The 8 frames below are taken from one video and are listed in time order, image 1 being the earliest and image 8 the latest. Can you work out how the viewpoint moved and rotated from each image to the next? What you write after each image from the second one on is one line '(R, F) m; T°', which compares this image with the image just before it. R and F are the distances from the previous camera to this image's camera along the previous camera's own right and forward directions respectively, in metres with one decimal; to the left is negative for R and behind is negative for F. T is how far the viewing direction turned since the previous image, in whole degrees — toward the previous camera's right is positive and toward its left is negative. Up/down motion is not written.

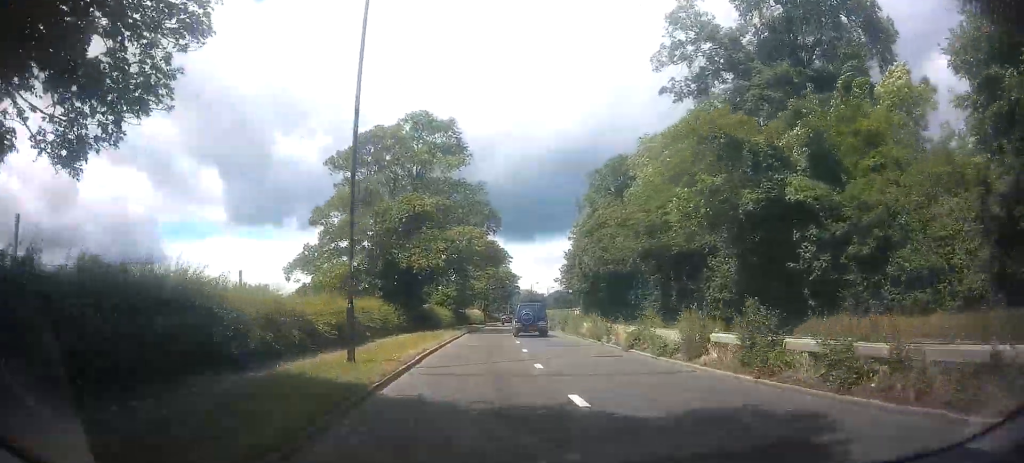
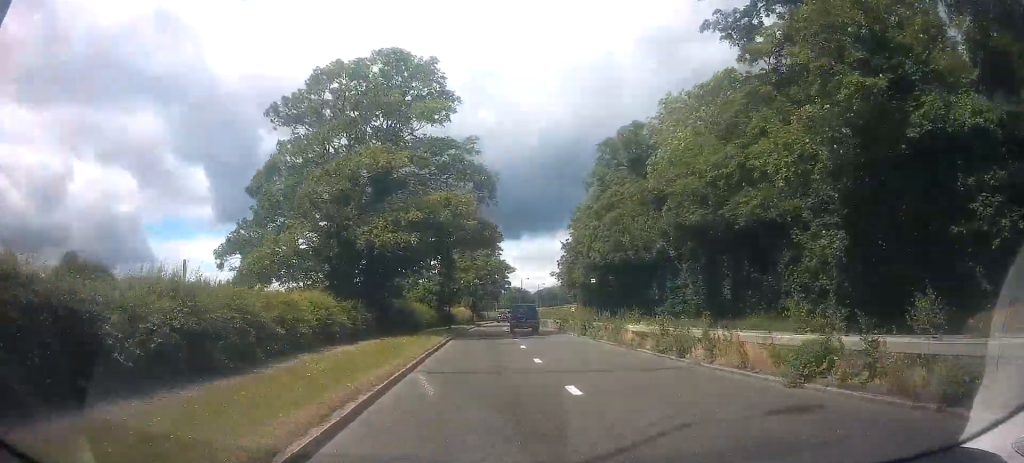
(-0.4, +10.4) m; +2°
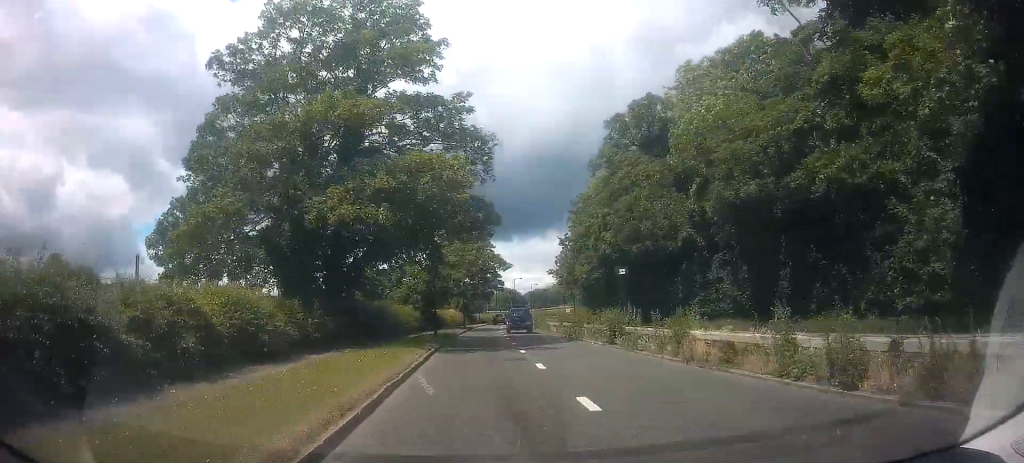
(+0.4, +6.8) m; +2°
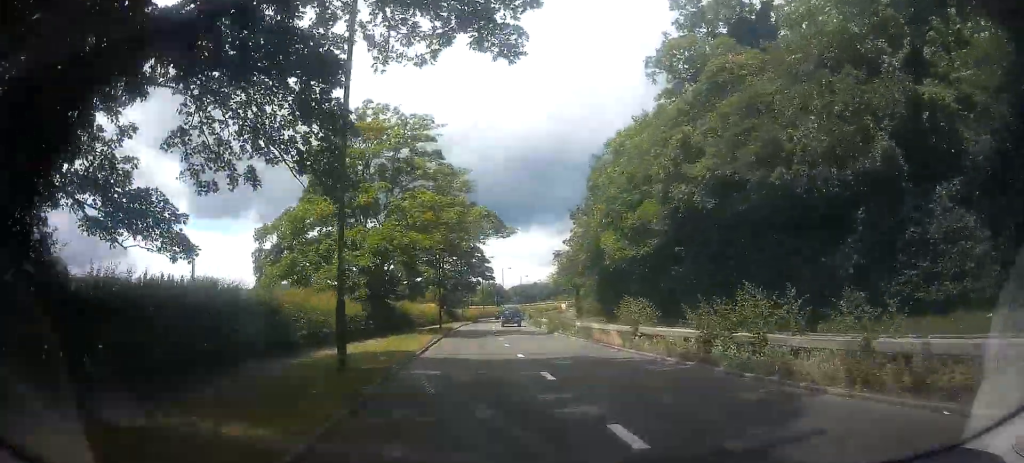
(+0.6, +19.6) m; +4°
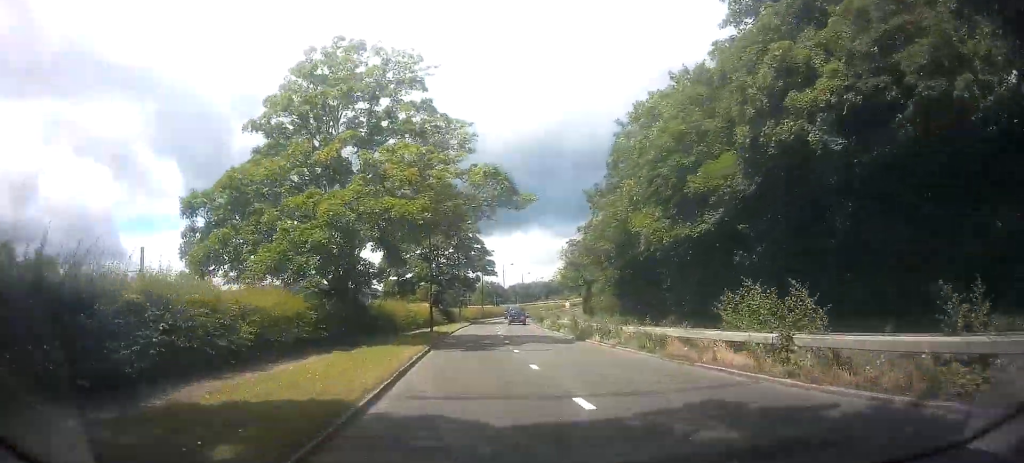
(+0.3, +9.0) m; +1°
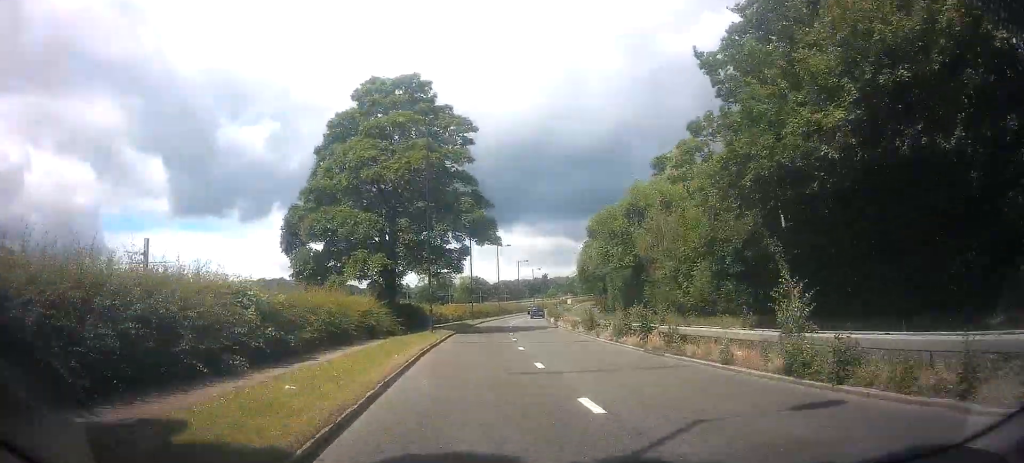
(+0.3, +28.8) m; +1°
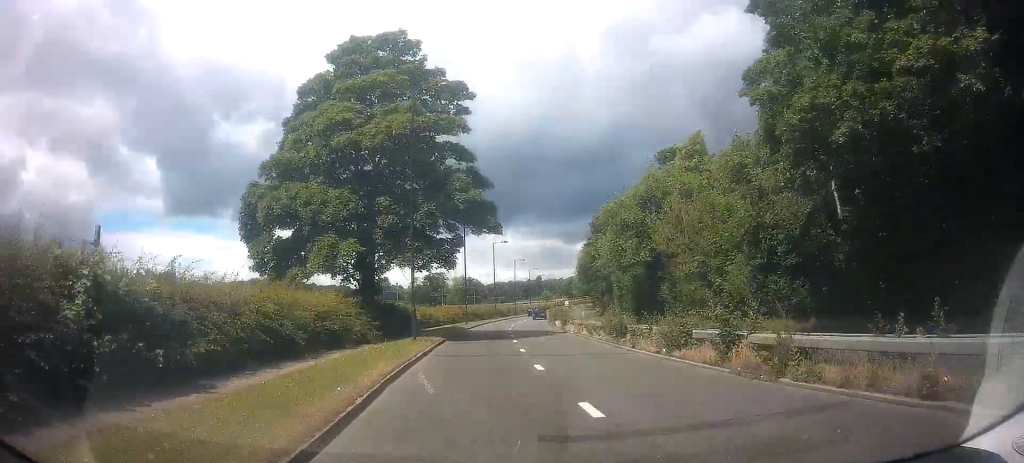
(0.0, +5.8) m; 0°
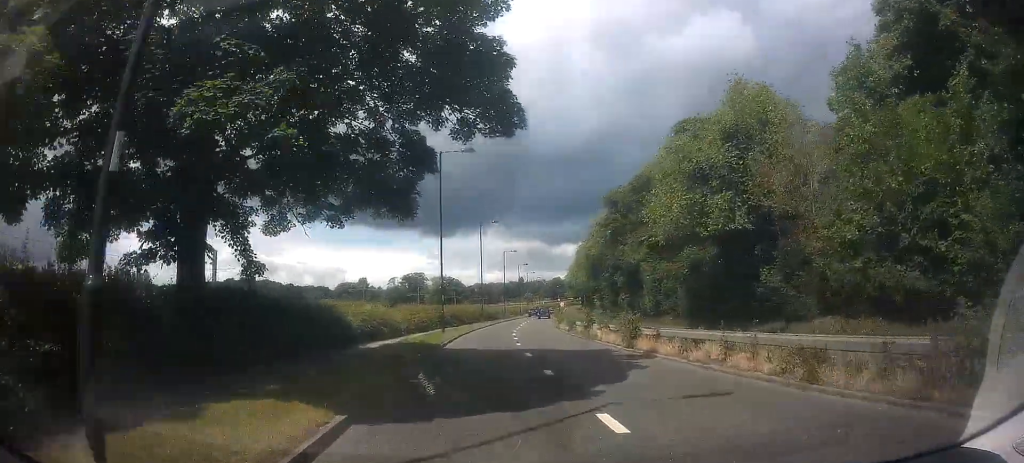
(0.0, +17.6) m; +1°
